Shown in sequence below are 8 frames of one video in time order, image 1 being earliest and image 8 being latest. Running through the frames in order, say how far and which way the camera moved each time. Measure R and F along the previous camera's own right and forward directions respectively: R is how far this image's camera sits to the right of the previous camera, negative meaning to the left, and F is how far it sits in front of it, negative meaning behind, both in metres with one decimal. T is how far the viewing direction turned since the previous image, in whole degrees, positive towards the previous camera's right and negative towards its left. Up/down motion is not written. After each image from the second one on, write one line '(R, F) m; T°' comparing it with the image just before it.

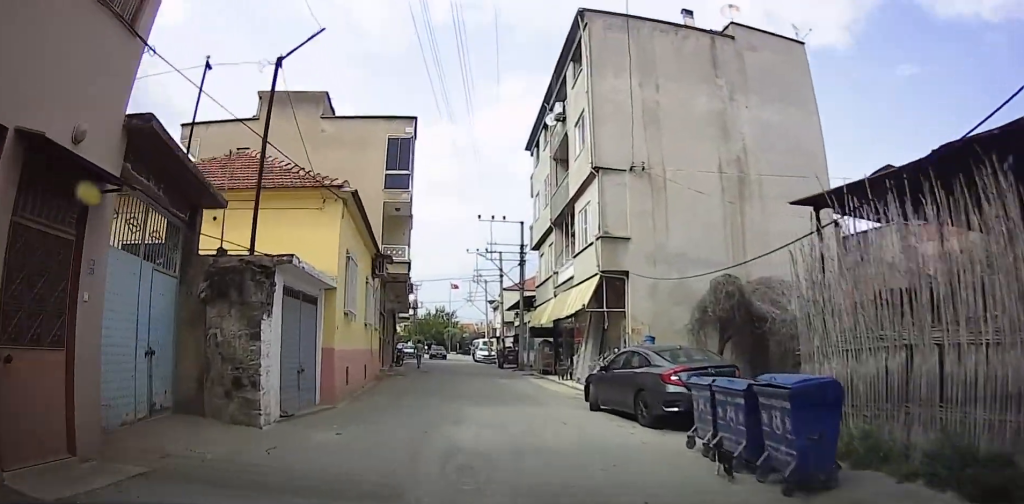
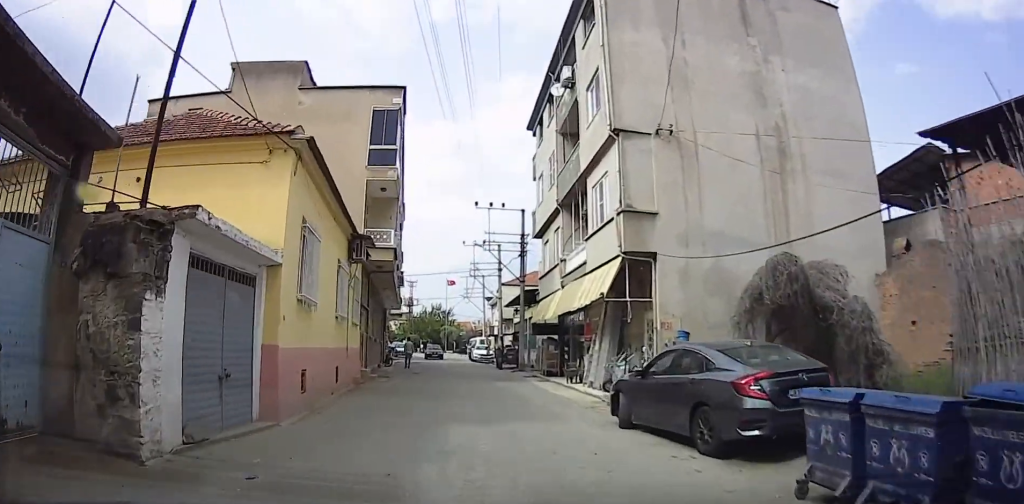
(0.0, +3.1) m; +1°
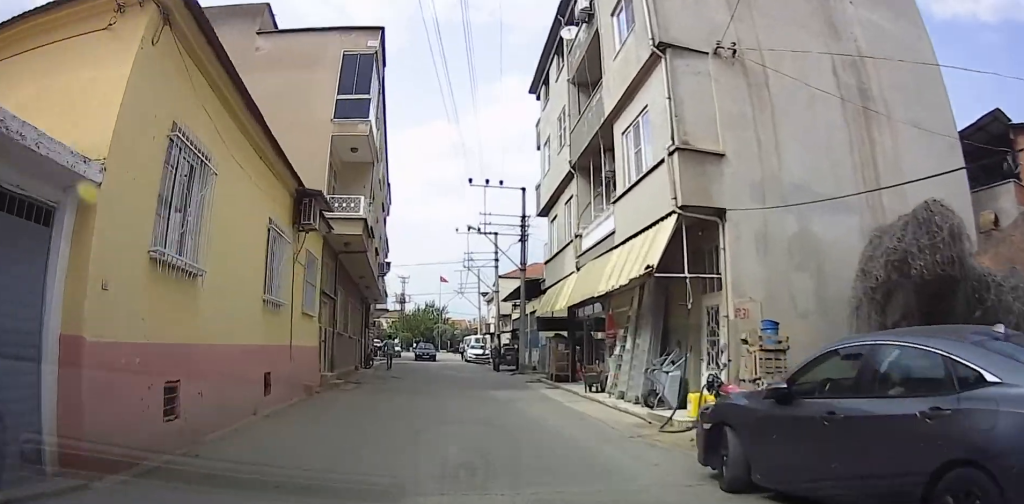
(+0.2, +4.6) m; -2°
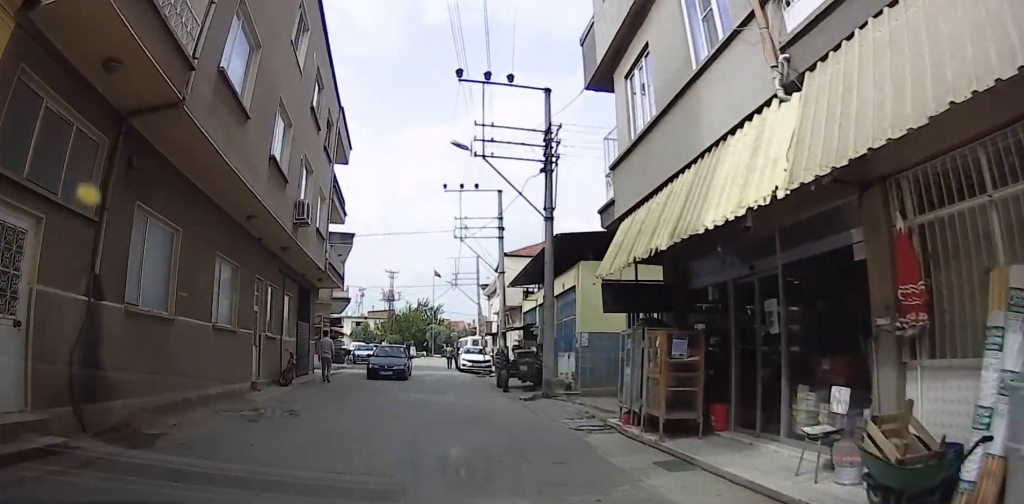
(-0.2, +12.4) m; +2°
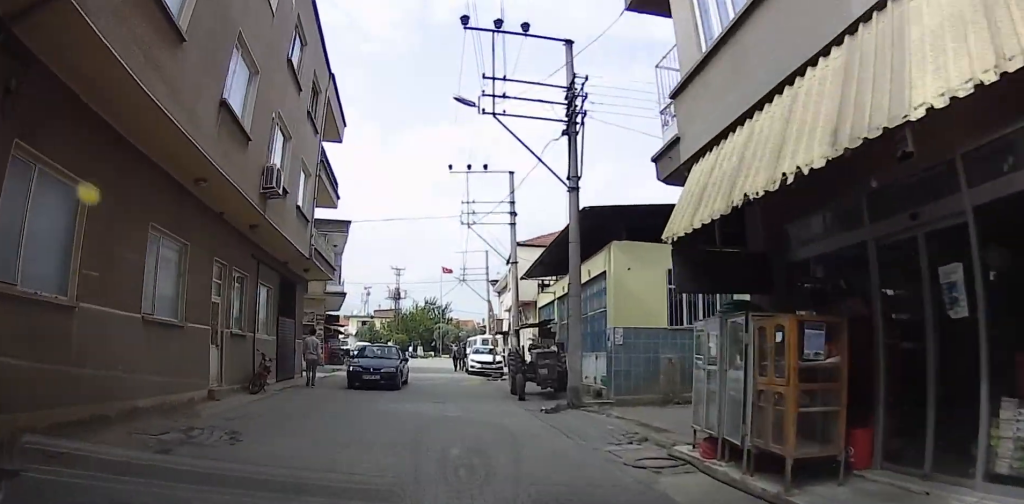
(+0.5, +3.2) m; 0°
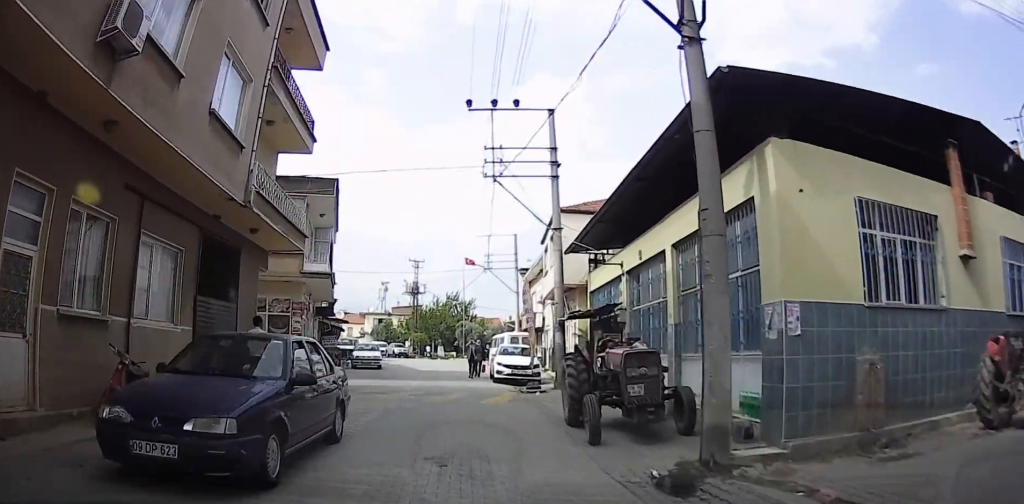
(-0.9, +7.5) m; 0°
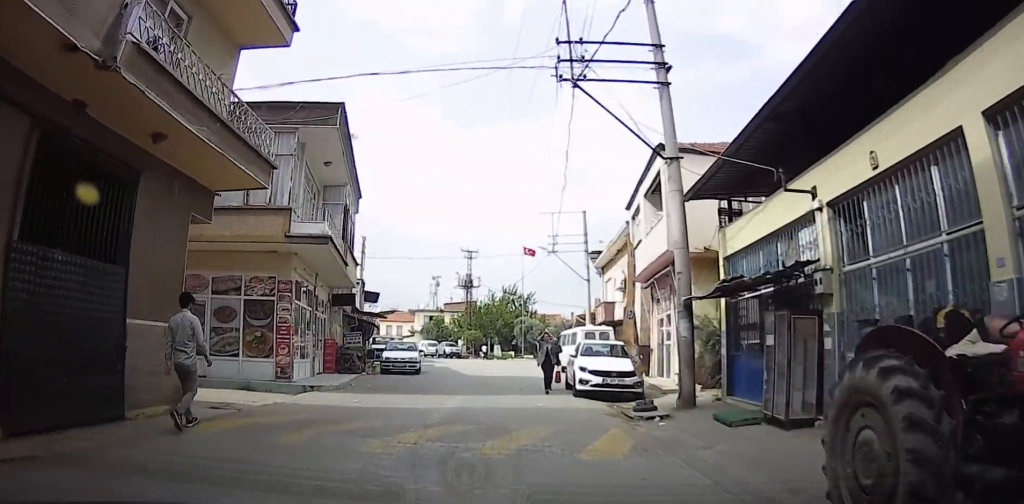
(+1.3, +7.5) m; +8°
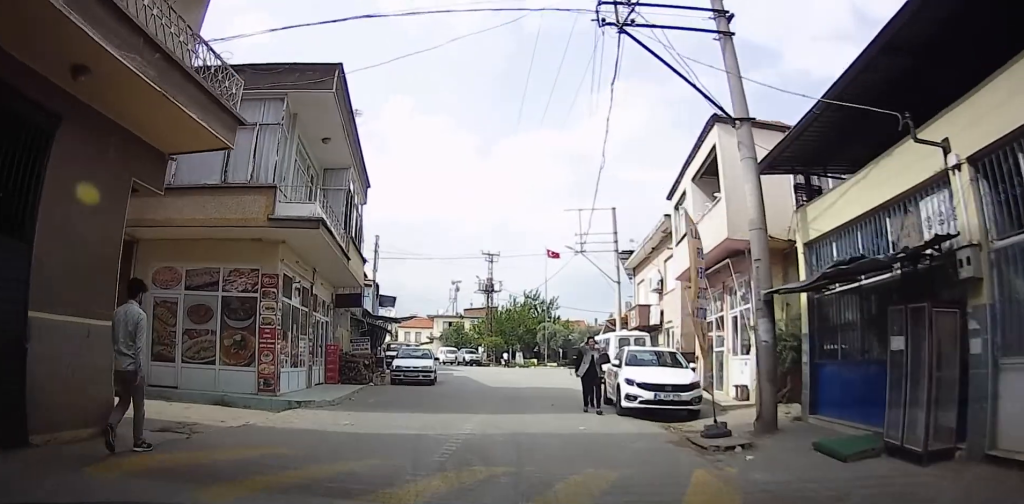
(+0.1, +3.0) m; -5°
